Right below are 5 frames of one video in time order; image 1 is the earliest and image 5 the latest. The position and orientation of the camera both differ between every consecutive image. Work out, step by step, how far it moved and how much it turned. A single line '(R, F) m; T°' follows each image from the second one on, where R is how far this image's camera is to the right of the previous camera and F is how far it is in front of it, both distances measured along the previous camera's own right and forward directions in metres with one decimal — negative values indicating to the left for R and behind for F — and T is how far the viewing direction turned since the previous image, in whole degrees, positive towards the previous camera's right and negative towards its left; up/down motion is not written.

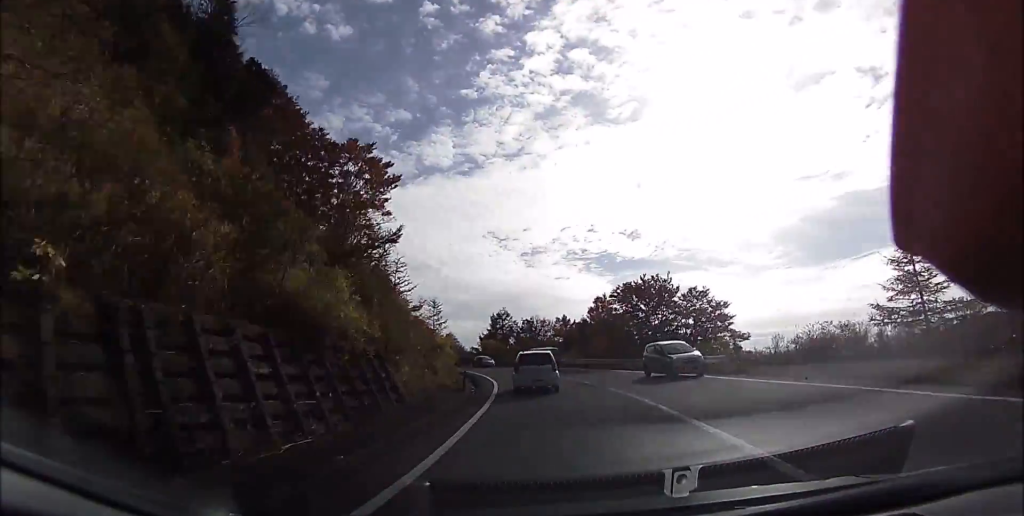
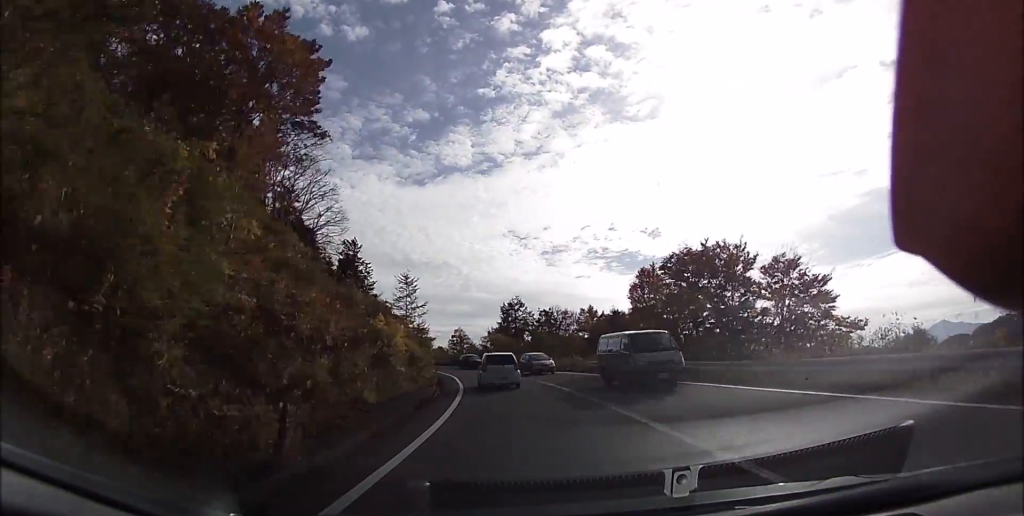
(+1.8, +14.0) m; +7°
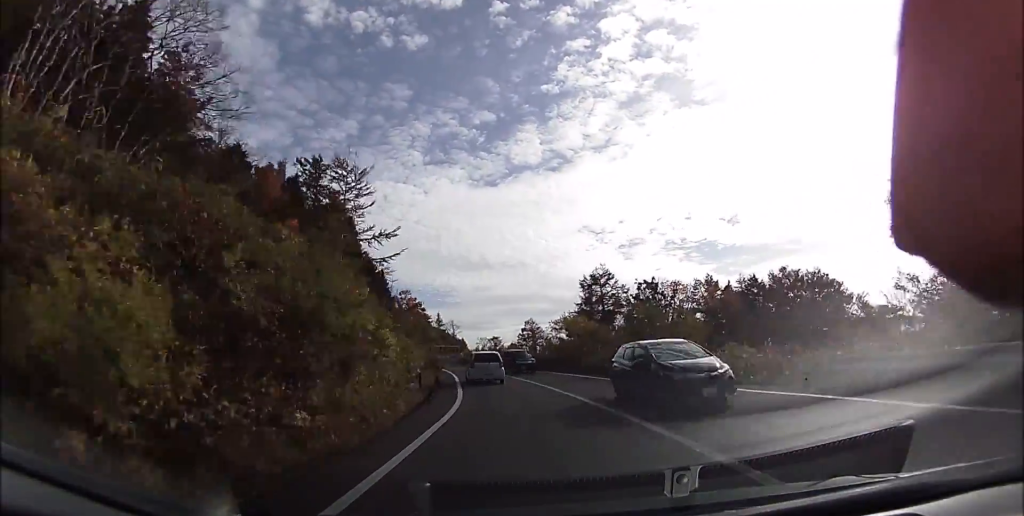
(-0.4, +19.6) m; -6°
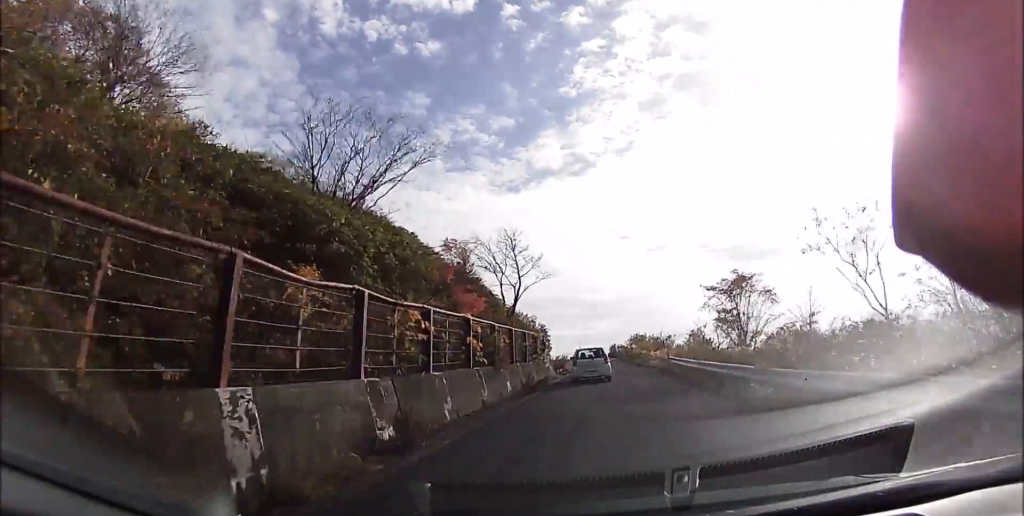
(-17.5, +75.7) m; -8°
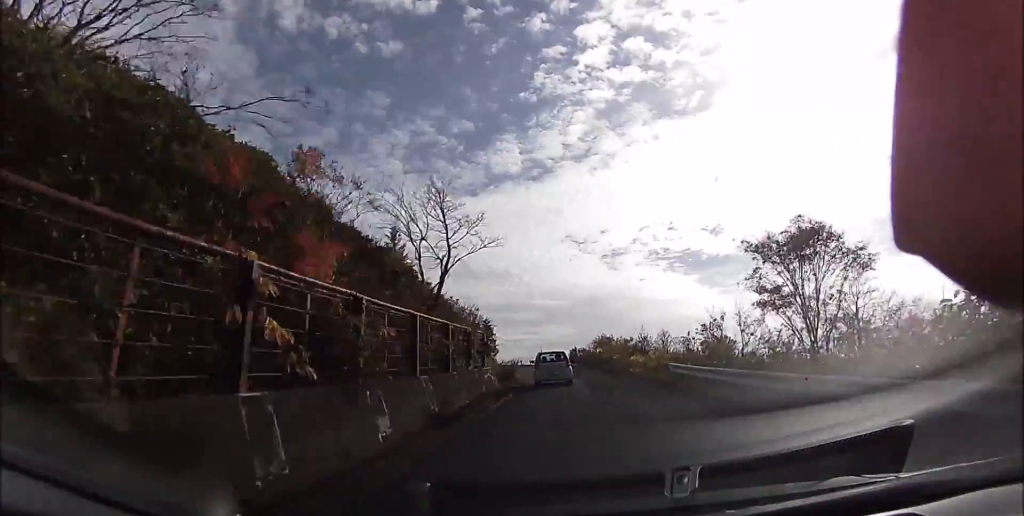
(+0.6, +8.7) m; +4°
